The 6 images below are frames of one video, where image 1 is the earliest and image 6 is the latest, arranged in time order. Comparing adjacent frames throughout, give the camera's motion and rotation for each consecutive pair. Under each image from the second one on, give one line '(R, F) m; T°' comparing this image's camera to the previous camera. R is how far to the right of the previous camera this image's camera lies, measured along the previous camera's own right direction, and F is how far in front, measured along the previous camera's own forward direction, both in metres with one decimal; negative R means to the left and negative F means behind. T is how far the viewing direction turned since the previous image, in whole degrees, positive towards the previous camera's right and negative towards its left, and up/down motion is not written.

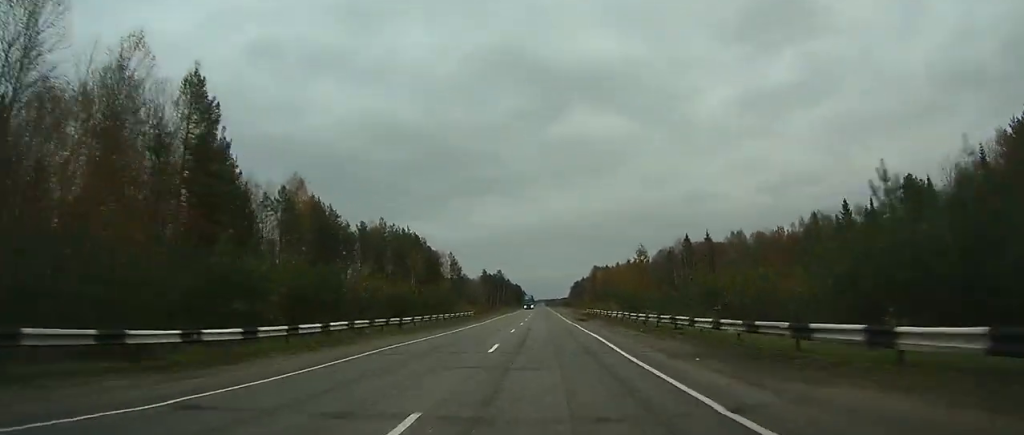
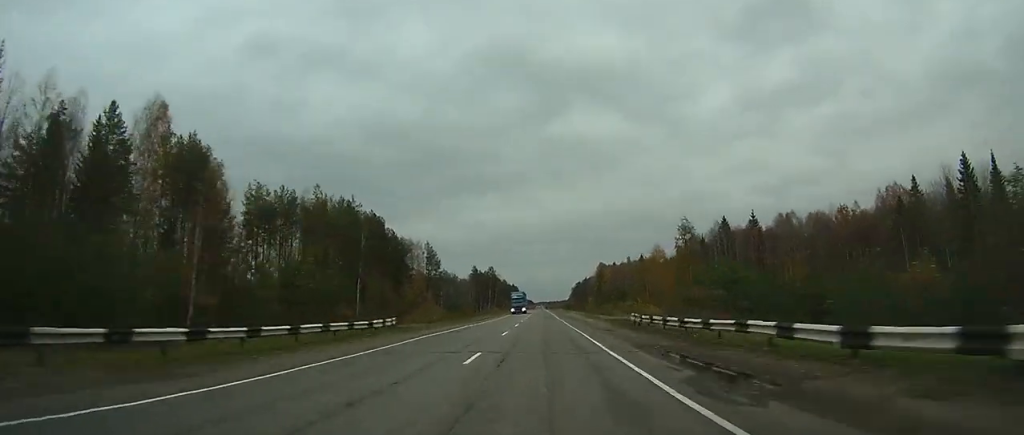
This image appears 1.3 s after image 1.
(+0.1, +37.2) m; 0°
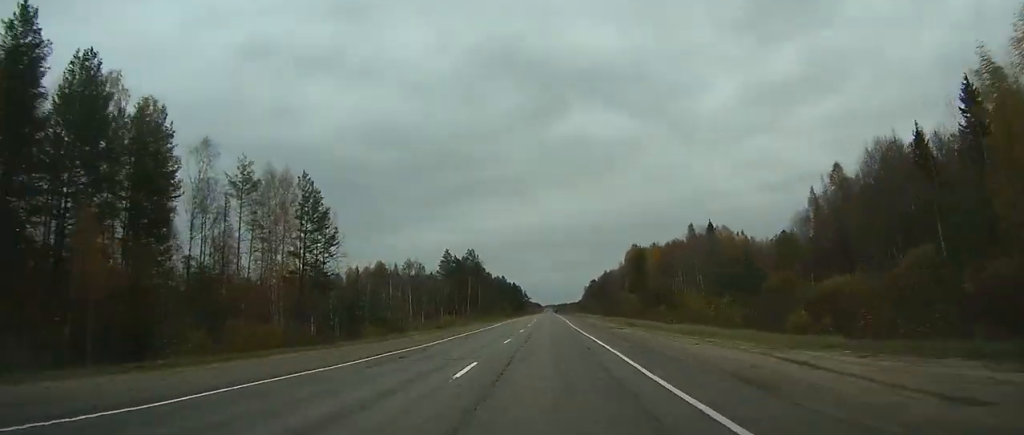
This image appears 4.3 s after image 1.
(+0.2, +88.5) m; 0°
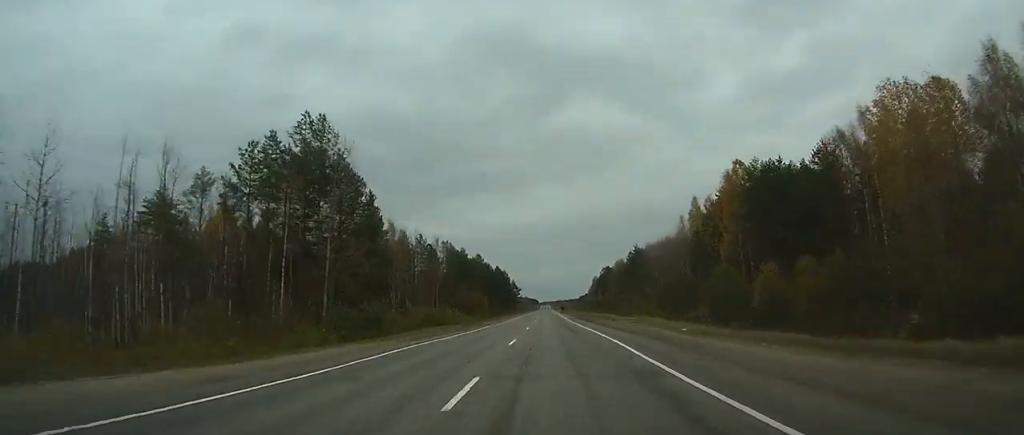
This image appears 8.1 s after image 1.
(-0.4, +112.8) m; 0°
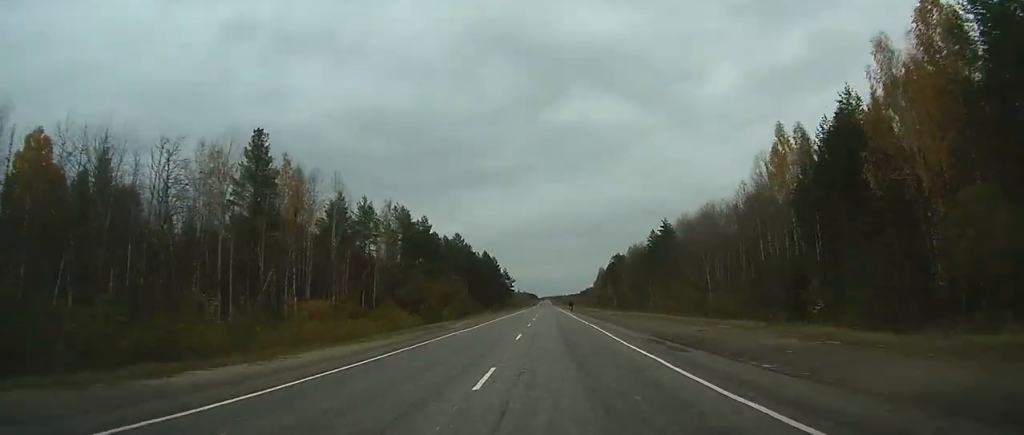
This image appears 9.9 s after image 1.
(0.0, +48.5) m; 0°
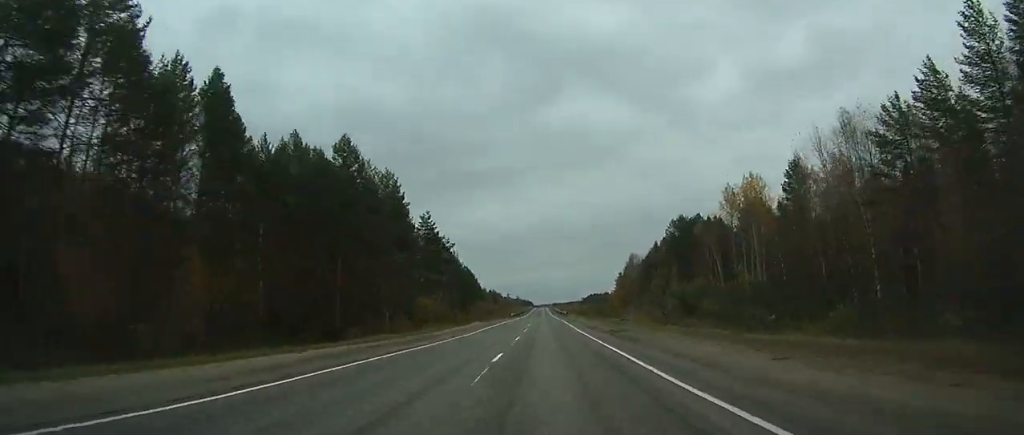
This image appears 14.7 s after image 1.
(+0.4, +139.3) m; 0°
